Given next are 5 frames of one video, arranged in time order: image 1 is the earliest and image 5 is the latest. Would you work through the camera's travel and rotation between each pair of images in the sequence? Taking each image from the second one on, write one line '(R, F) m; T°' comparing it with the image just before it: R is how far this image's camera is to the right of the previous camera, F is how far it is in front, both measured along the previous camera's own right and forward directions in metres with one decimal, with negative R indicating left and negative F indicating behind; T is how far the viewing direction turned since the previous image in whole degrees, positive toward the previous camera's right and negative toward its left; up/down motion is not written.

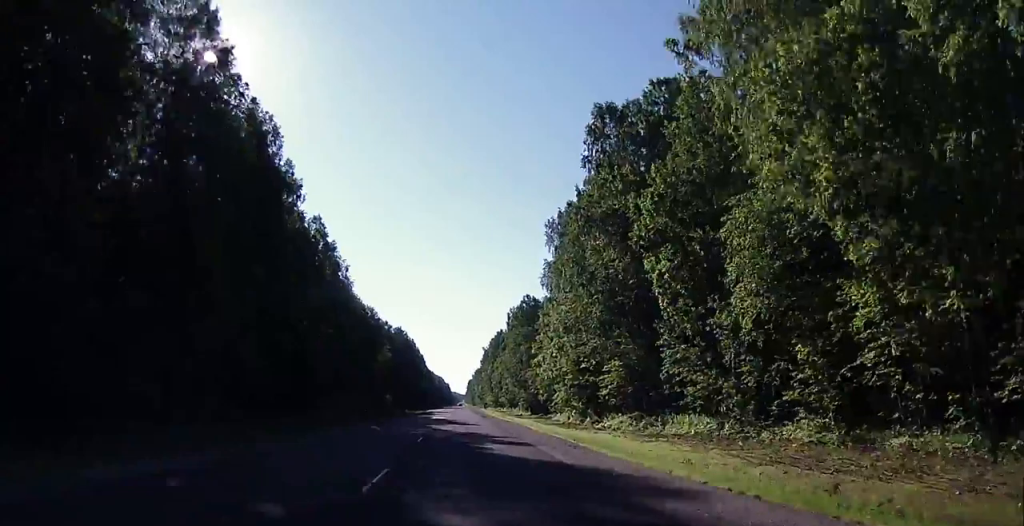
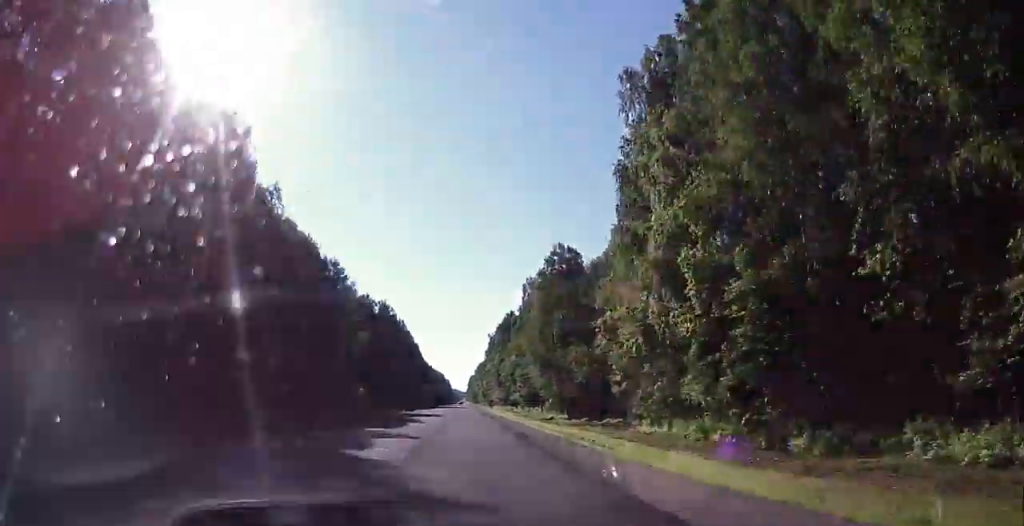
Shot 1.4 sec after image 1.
(+0.2, +44.4) m; 0°
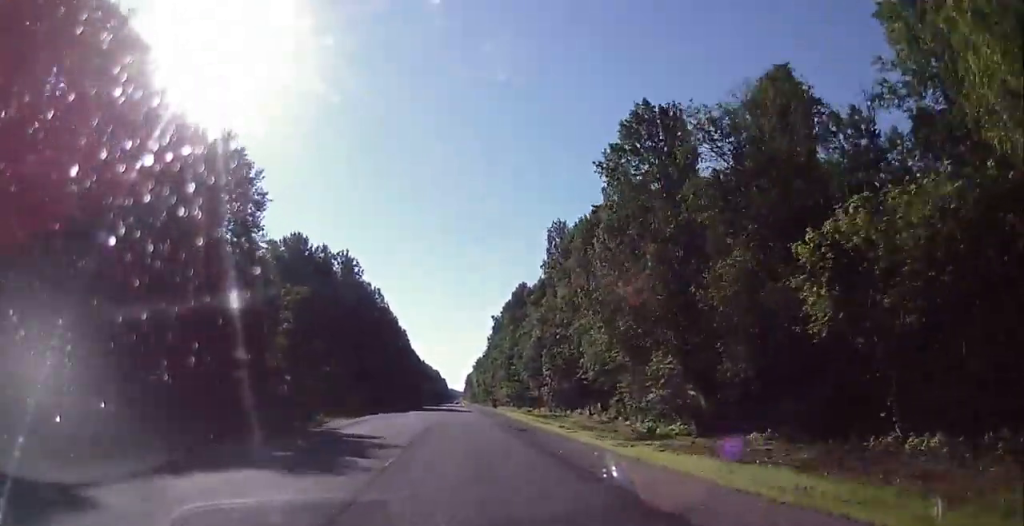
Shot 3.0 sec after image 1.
(0.0, +48.3) m; -1°
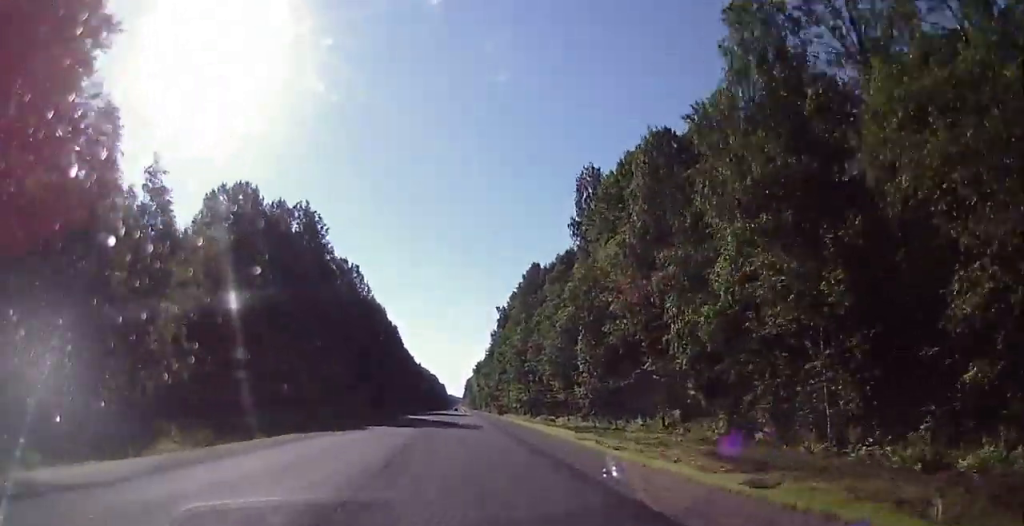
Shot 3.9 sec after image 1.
(-0.3, +27.9) m; 0°
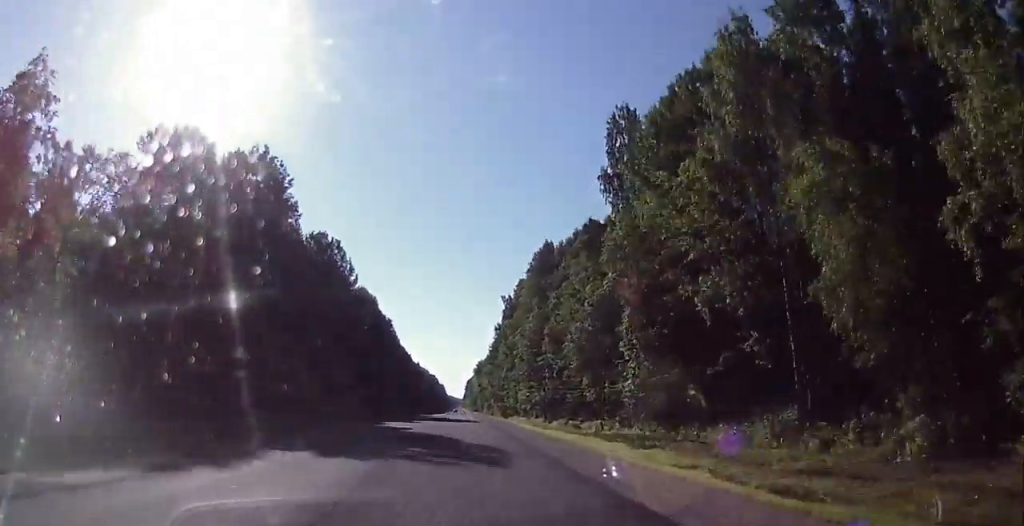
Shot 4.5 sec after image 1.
(0.0, +17.6) m; 0°
